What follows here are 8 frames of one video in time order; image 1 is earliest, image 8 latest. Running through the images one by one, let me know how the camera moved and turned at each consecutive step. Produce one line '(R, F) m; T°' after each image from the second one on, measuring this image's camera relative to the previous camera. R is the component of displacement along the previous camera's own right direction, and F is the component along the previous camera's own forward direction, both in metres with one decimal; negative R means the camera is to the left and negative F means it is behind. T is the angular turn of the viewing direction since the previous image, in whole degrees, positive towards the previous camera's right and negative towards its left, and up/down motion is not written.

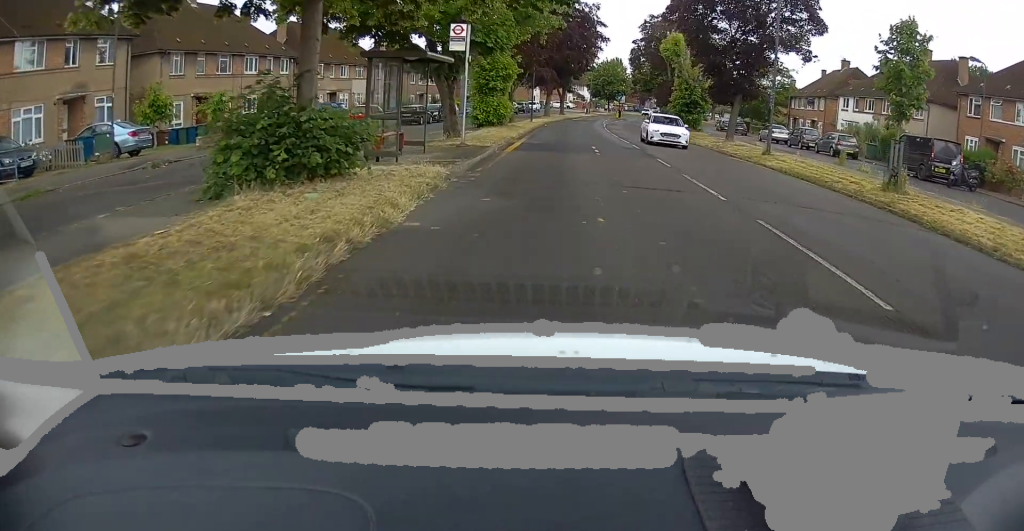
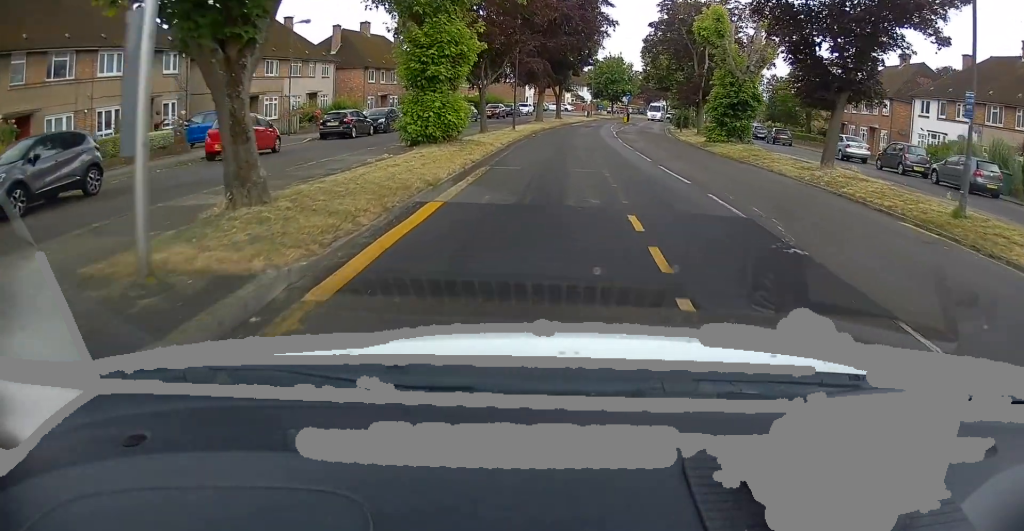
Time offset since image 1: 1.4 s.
(-0.6, +14.5) m; -2°
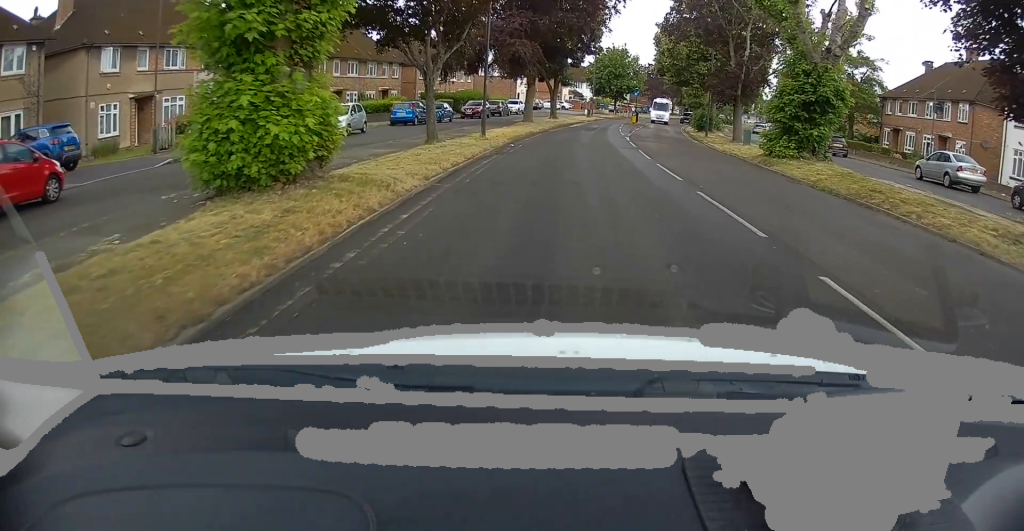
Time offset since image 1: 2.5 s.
(0.0, +11.7) m; 0°
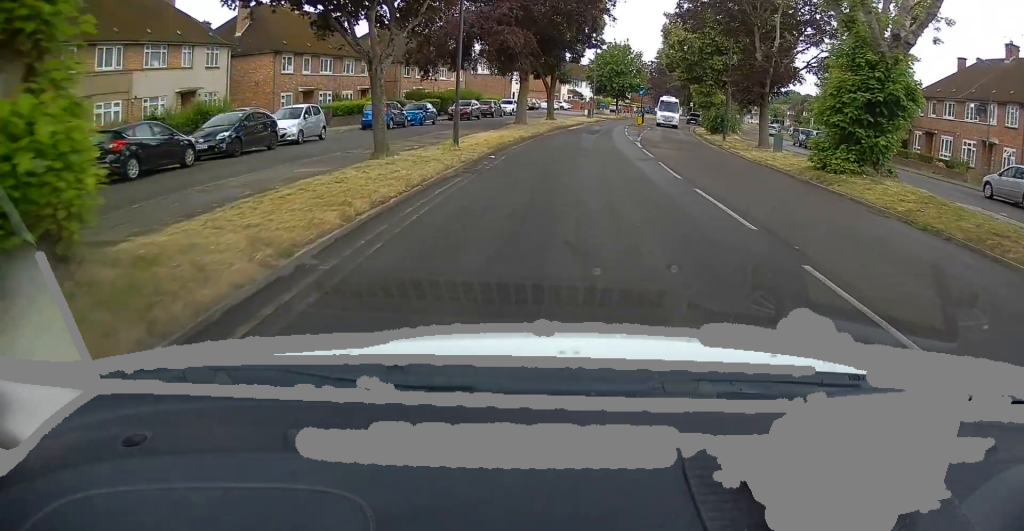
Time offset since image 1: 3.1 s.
(0.0, +5.7) m; 0°
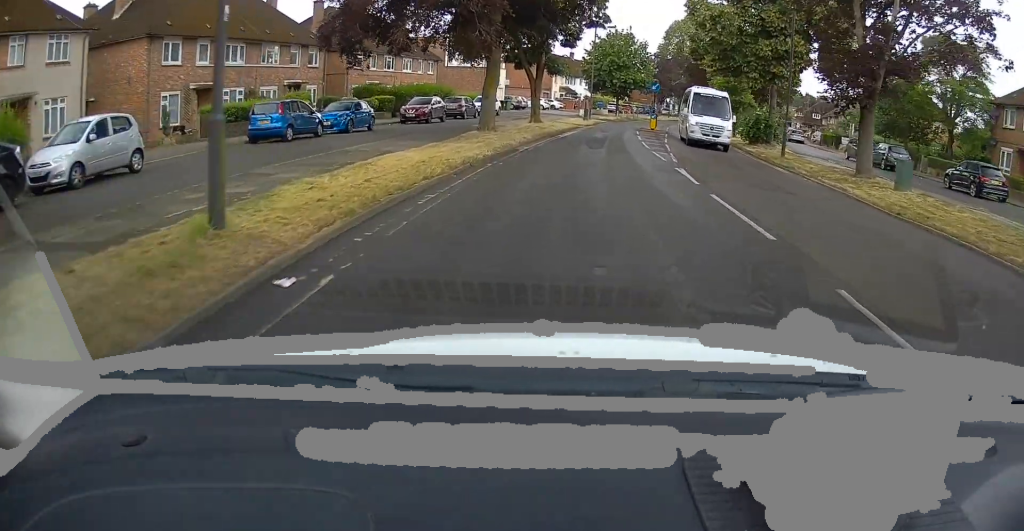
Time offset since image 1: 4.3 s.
(0.0, +12.6) m; +1°
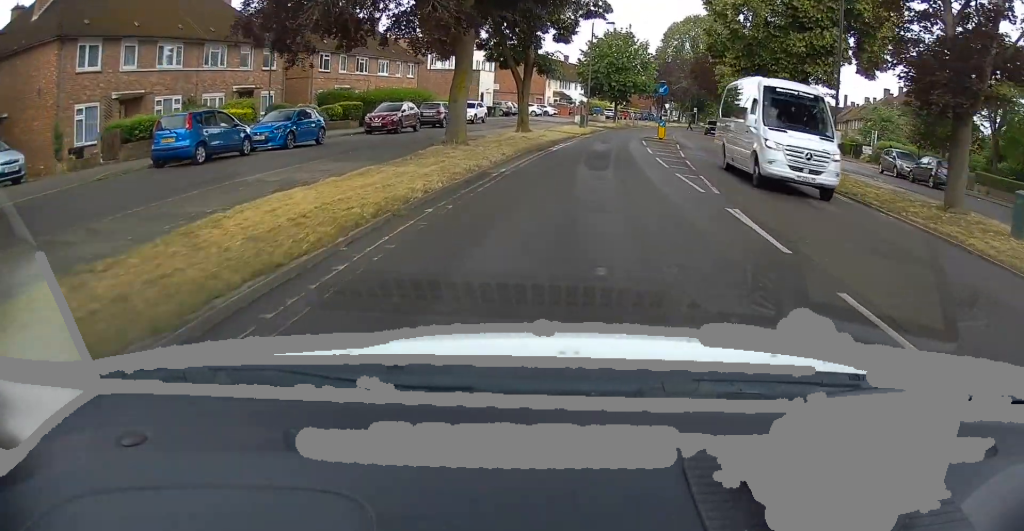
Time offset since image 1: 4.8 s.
(-0.1, +5.9) m; +2°
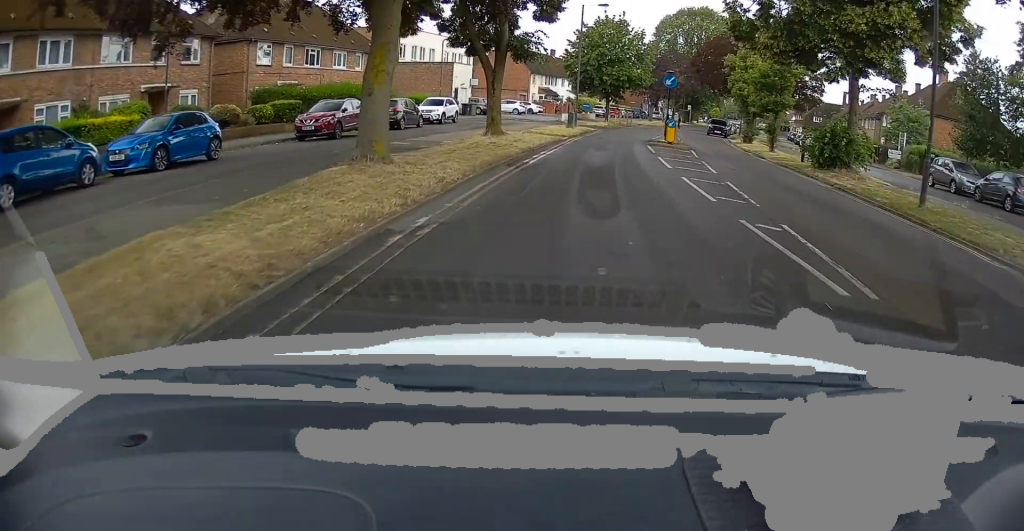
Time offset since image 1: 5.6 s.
(+0.3, +7.4) m; +2°
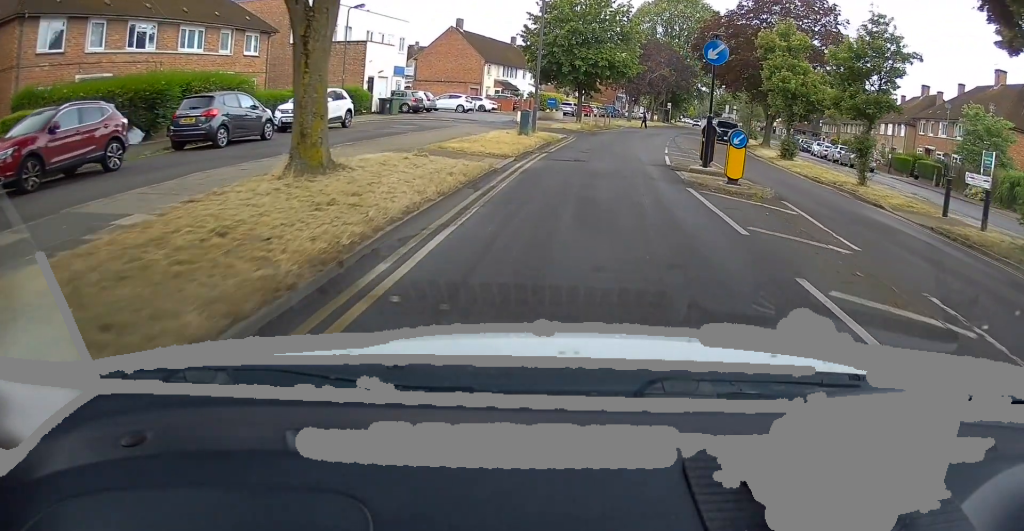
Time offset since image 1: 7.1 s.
(+0.4, +14.8) m; +3°
